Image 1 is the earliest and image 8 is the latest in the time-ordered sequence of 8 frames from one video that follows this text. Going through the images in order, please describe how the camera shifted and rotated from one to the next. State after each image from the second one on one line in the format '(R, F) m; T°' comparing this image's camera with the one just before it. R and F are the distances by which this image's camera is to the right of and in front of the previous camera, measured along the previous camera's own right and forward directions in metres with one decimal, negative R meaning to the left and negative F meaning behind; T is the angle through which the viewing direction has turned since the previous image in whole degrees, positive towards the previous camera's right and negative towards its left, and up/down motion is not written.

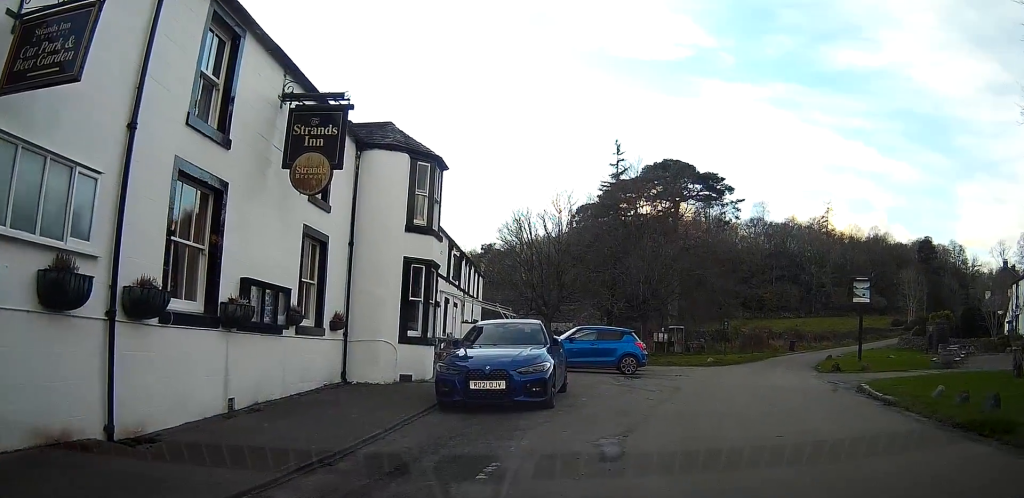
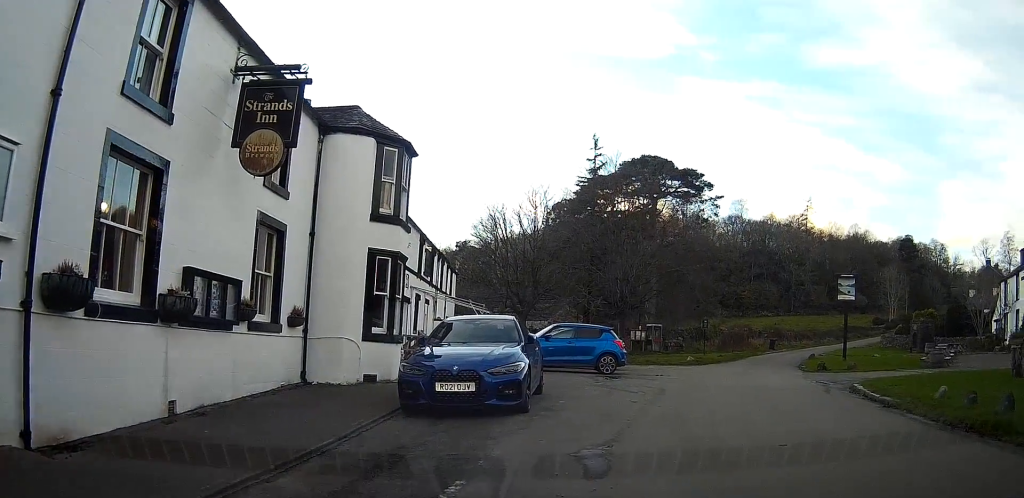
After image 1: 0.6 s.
(0.0, +1.5) m; -2°
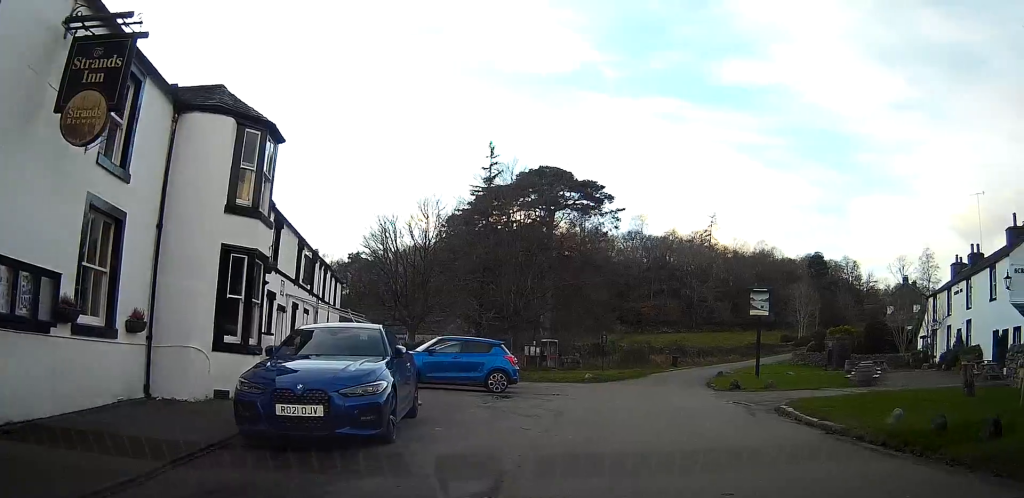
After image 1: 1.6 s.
(-0.1, +2.6) m; +2°
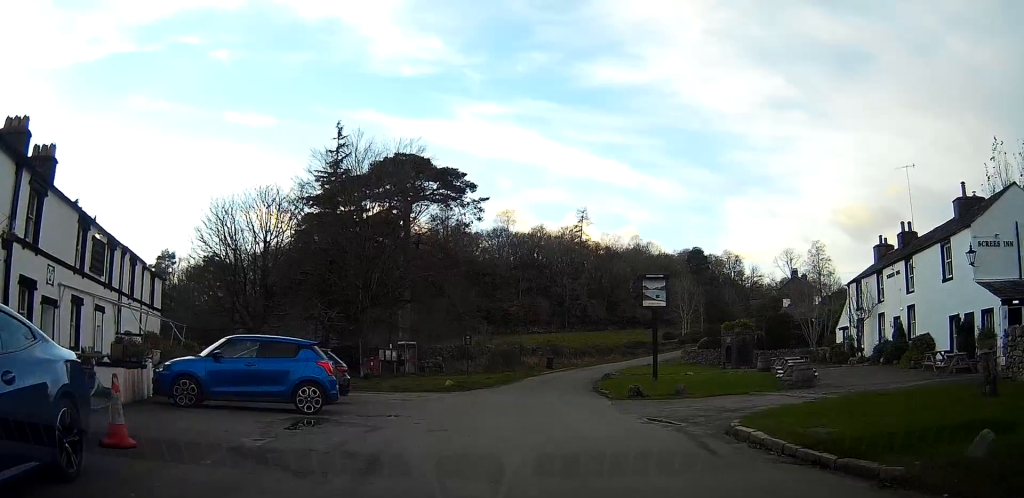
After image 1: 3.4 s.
(+0.9, +6.0) m; +14°
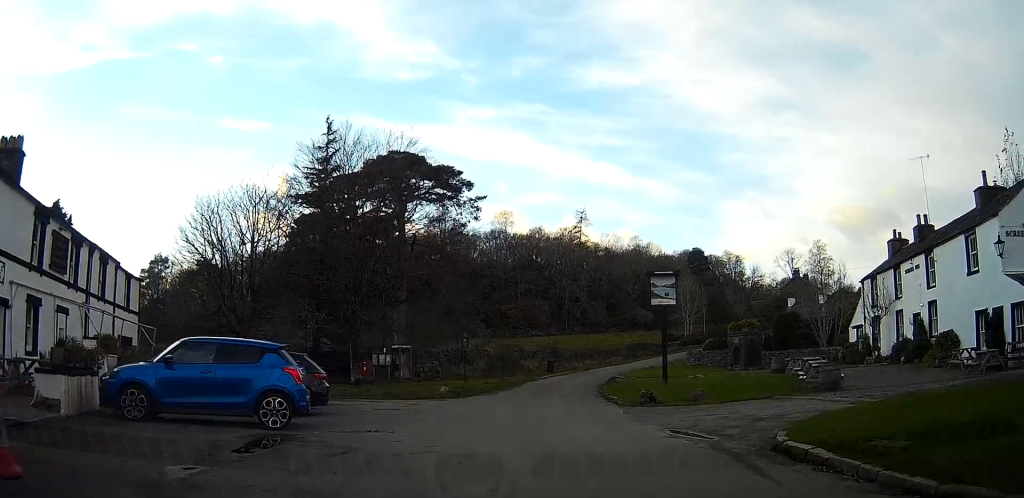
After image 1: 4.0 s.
(0.0, +2.2) m; -1°
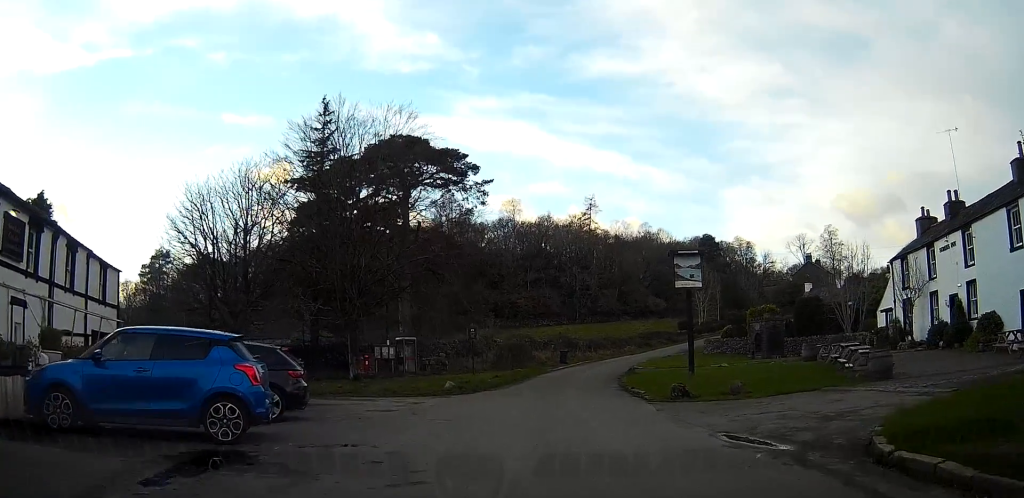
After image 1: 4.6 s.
(0.0, +2.6) m; -1°
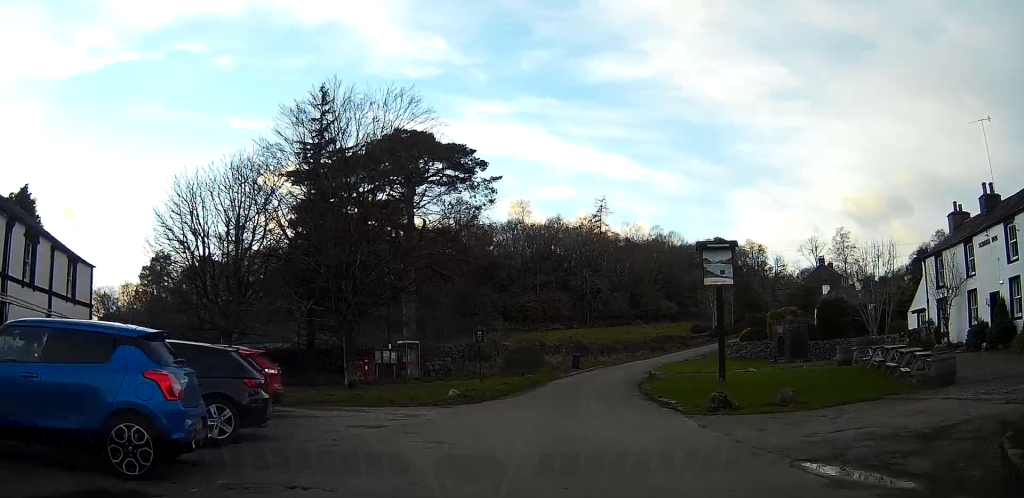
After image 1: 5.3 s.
(-0.1, +2.8) m; 0°
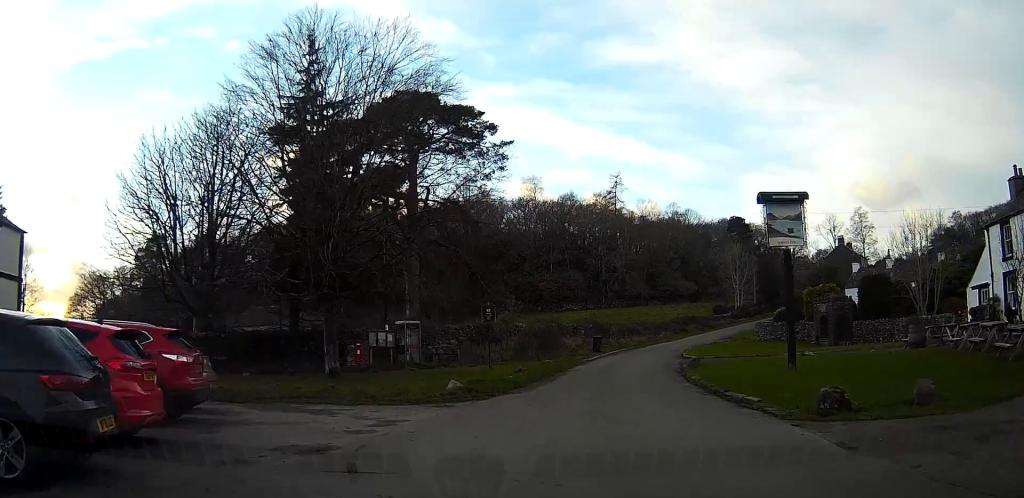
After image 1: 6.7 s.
(+0.1, +5.7) m; +3°
